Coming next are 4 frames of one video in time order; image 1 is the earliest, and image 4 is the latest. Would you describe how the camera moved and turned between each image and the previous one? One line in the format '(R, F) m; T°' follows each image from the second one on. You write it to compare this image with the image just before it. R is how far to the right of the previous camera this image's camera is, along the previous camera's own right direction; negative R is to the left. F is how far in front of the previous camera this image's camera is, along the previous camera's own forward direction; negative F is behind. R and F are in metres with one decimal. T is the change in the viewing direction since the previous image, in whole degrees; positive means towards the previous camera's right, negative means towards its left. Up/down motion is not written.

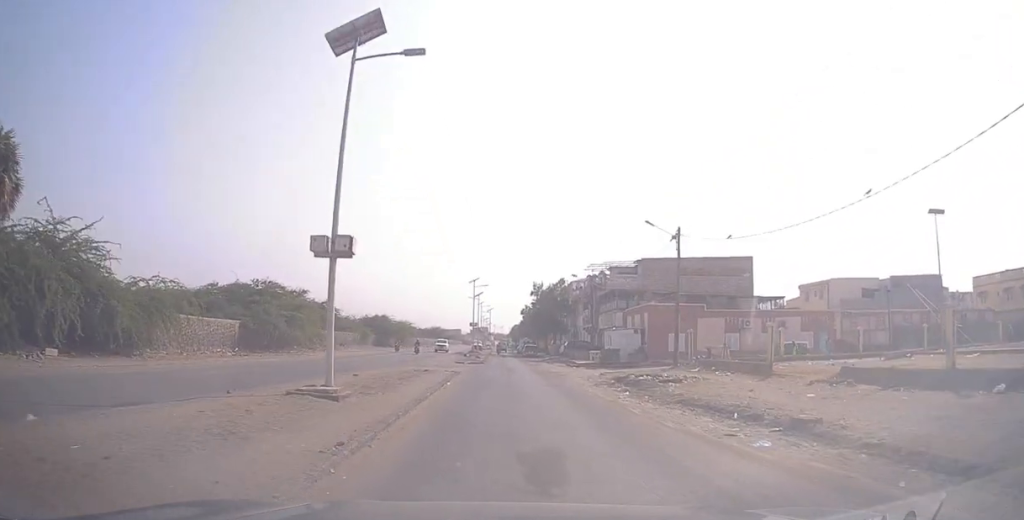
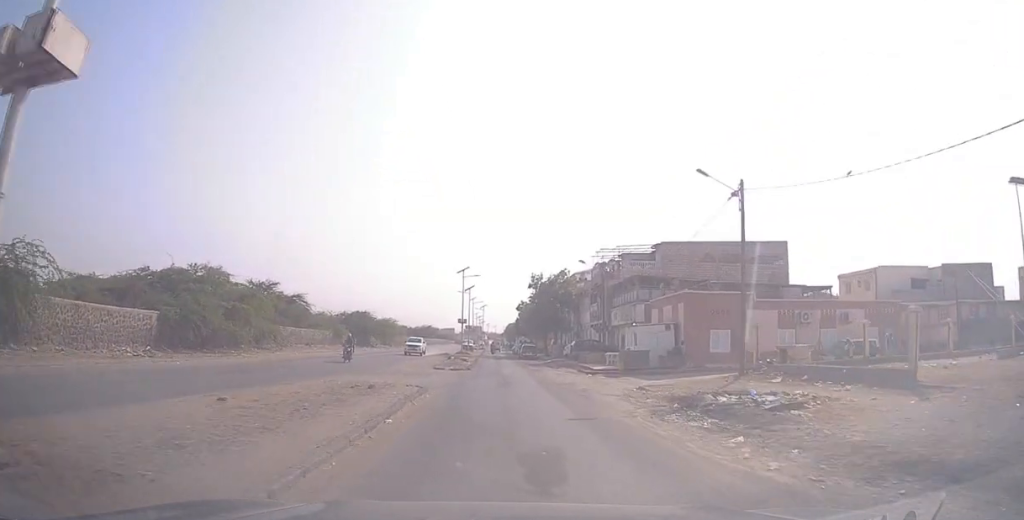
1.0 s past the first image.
(-0.5, +10.2) m; 0°
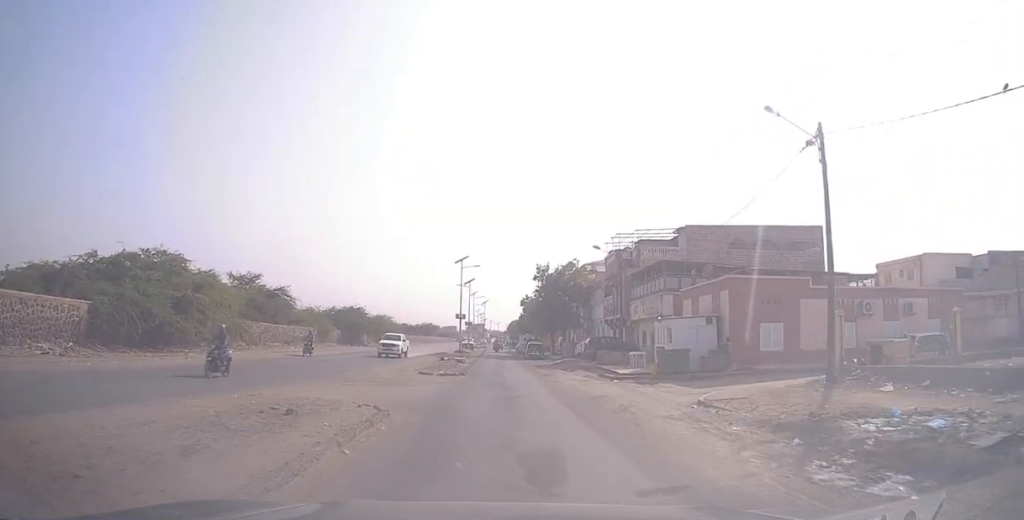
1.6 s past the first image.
(+0.3, +6.4) m; +2°
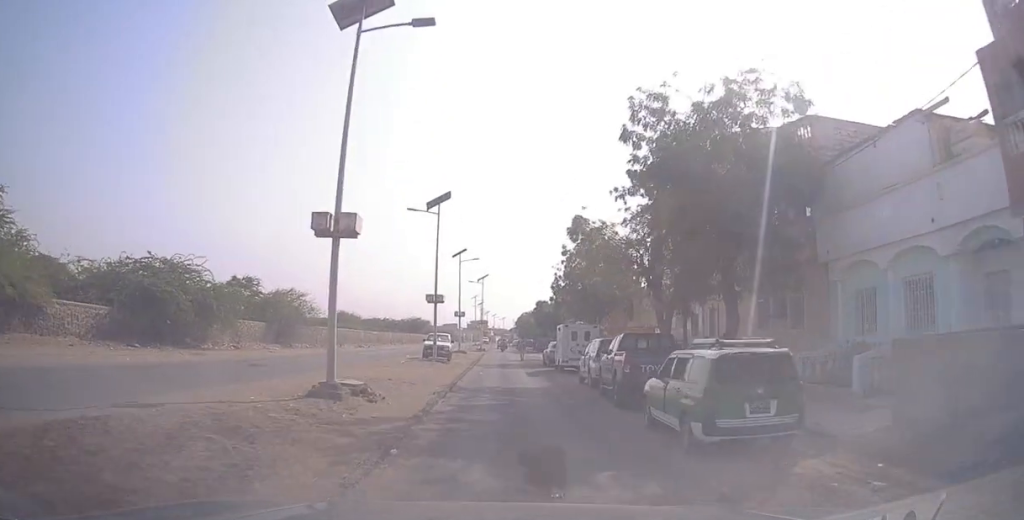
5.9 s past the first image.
(-0.8, +44.8) m; -1°
